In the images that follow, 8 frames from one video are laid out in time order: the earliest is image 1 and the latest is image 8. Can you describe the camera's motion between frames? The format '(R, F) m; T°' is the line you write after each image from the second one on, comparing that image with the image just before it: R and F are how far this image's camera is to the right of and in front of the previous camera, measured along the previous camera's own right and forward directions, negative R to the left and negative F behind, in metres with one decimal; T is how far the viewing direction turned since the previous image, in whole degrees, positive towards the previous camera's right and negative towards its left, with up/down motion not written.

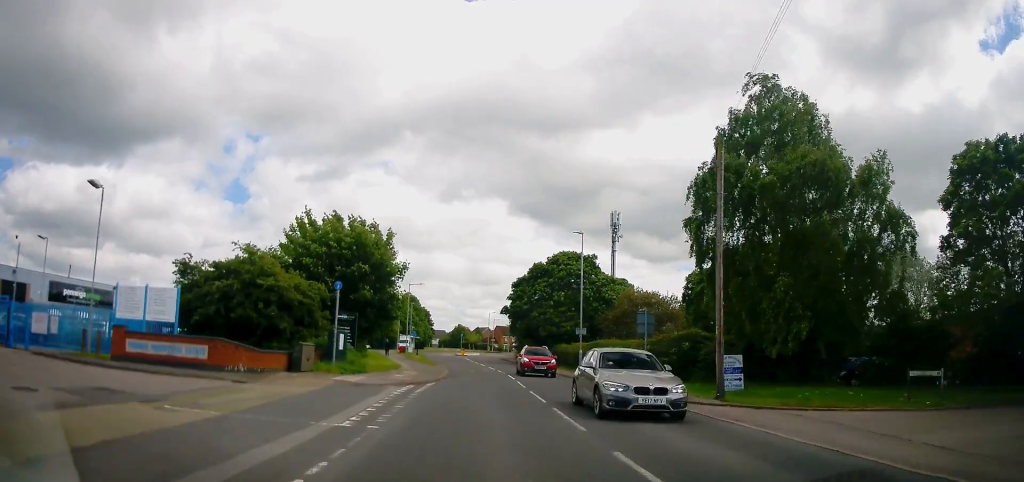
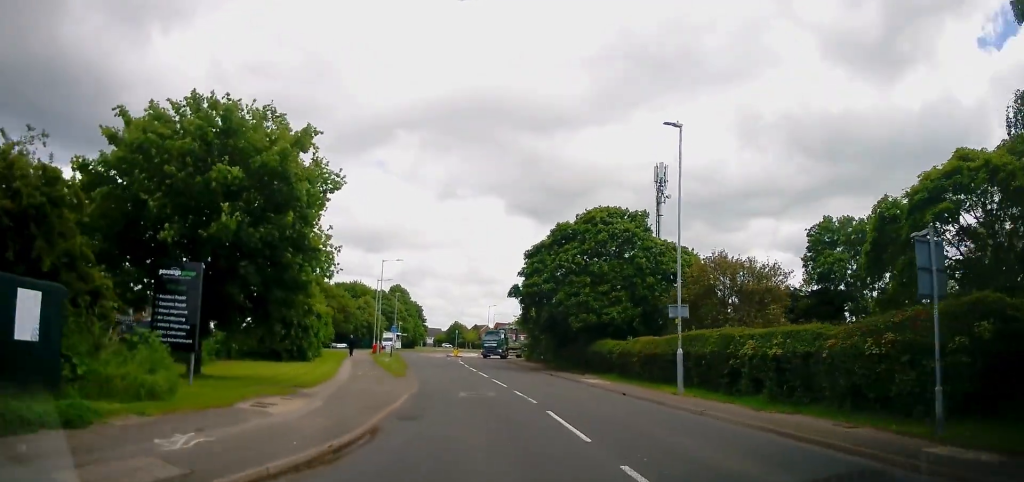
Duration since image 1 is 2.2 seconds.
(-0.1, +18.0) m; -3°
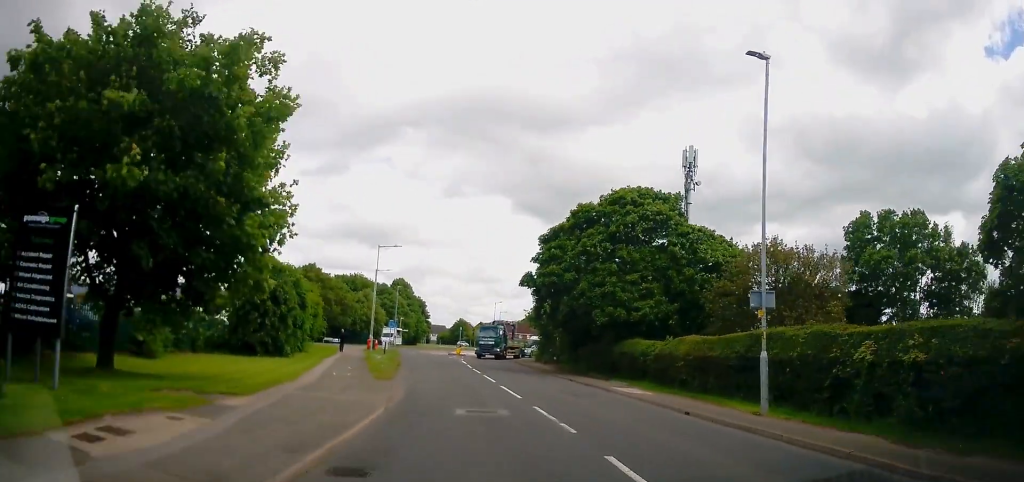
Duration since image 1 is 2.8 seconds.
(0.0, +5.2) m; 0°
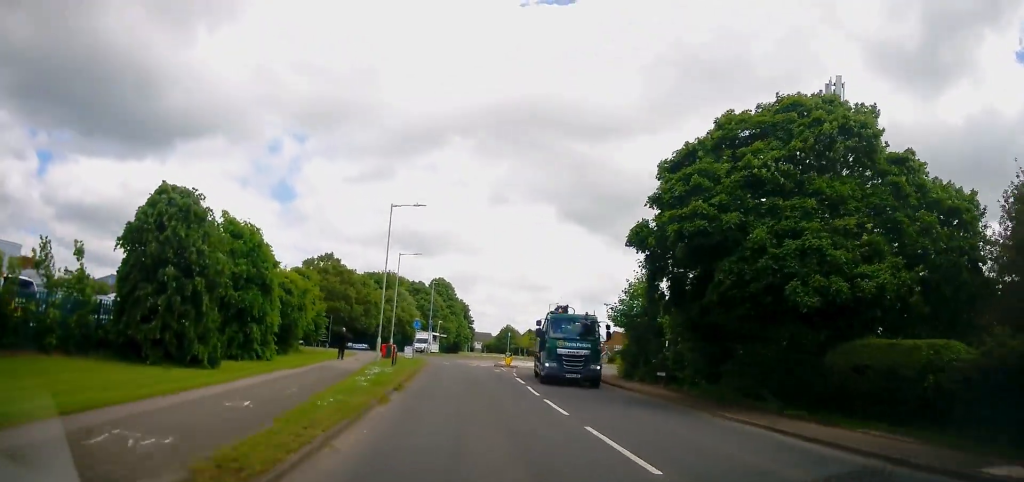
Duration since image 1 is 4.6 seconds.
(0.0, +15.1) m; 0°
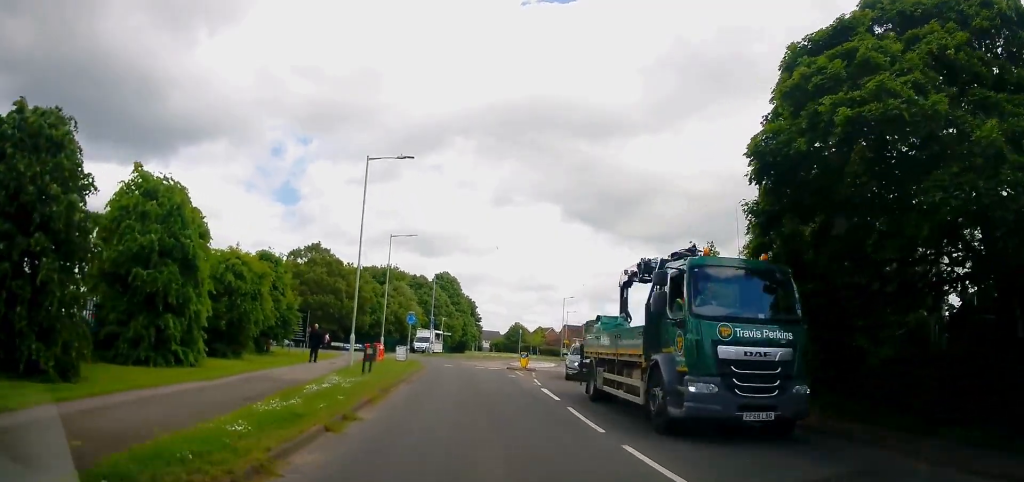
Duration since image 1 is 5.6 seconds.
(0.0, +7.9) m; -1°
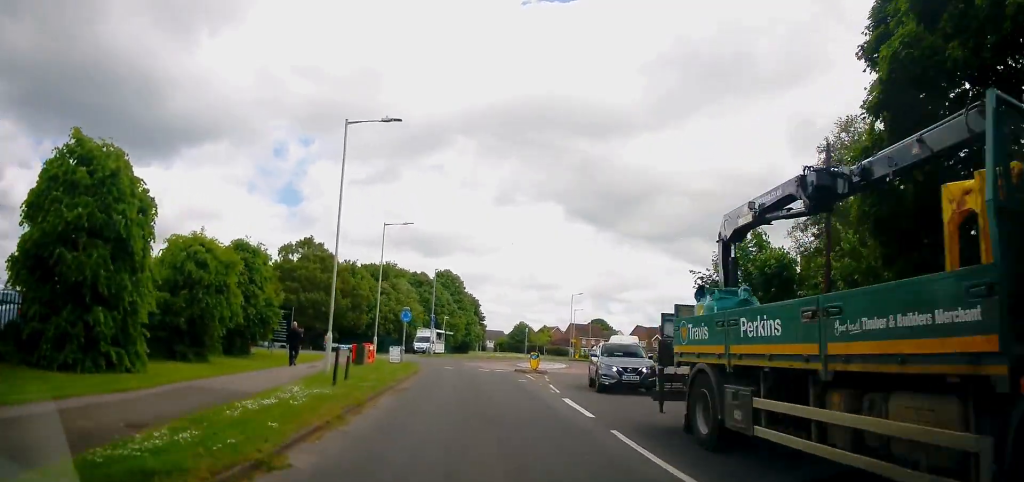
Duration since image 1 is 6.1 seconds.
(+0.1, +4.0) m; -2°
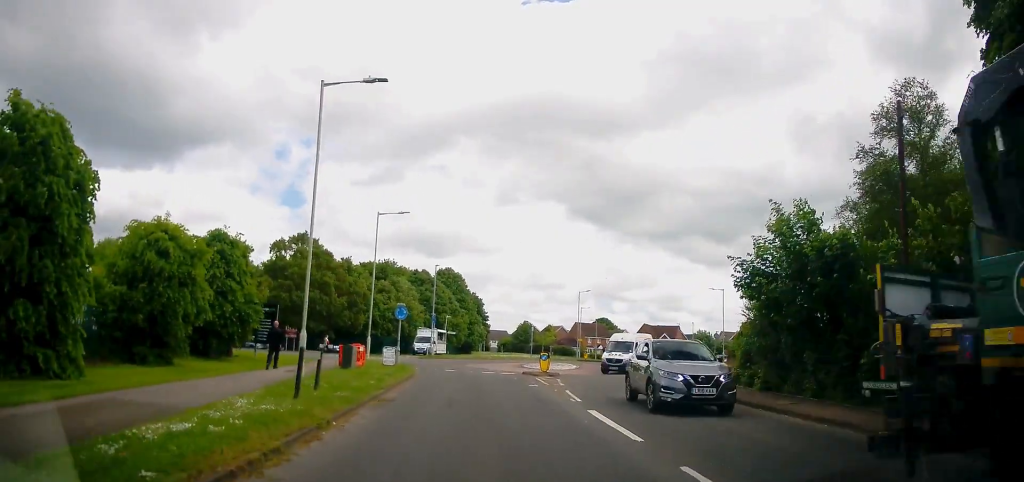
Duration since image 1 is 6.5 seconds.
(-0.1, +3.1) m; -1°
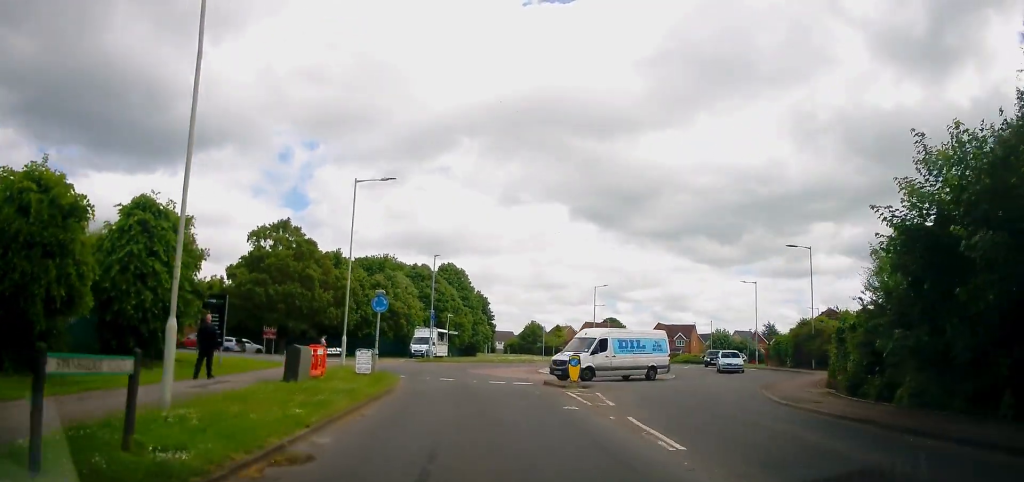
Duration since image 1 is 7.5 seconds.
(-0.3, +7.1) m; -1°
